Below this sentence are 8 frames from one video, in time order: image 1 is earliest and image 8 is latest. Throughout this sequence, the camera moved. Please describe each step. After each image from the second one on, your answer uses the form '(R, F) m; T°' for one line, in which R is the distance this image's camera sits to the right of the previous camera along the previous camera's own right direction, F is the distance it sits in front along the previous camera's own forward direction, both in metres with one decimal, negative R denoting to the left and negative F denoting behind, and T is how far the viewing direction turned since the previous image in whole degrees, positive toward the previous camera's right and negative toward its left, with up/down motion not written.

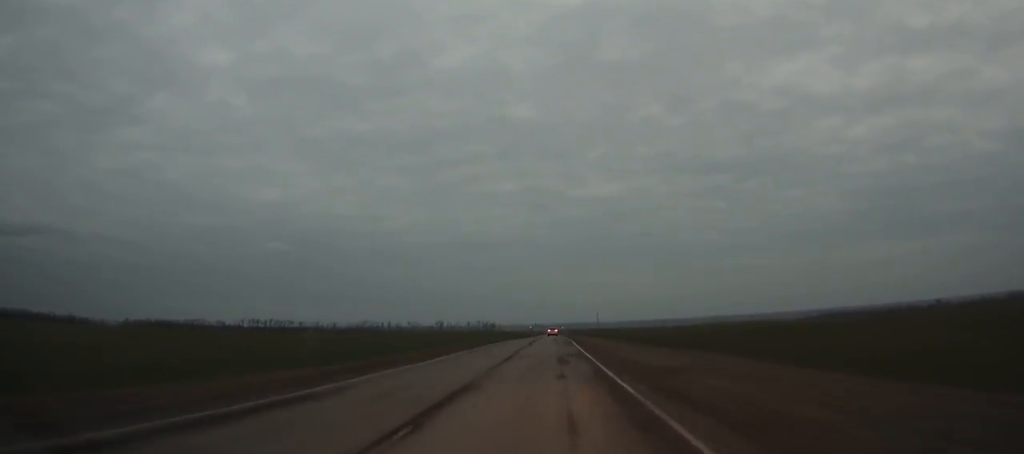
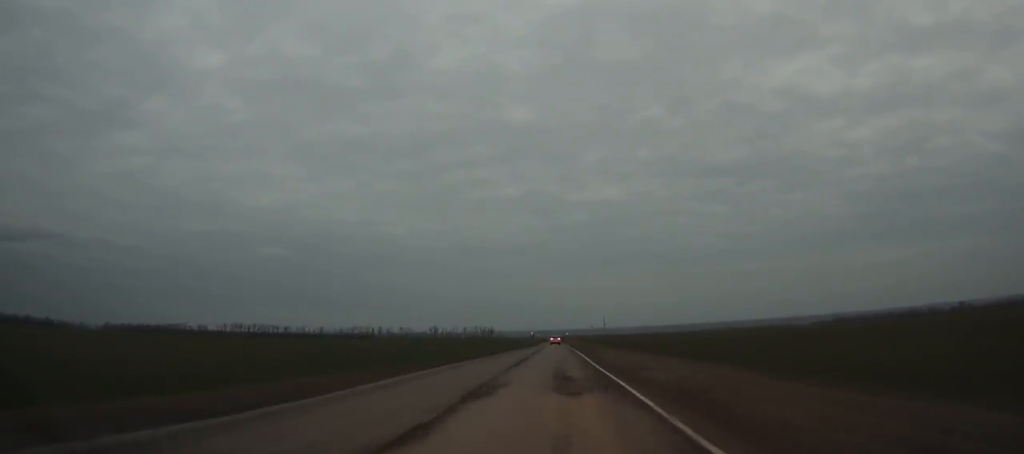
(0.0, +45.5) m; 0°
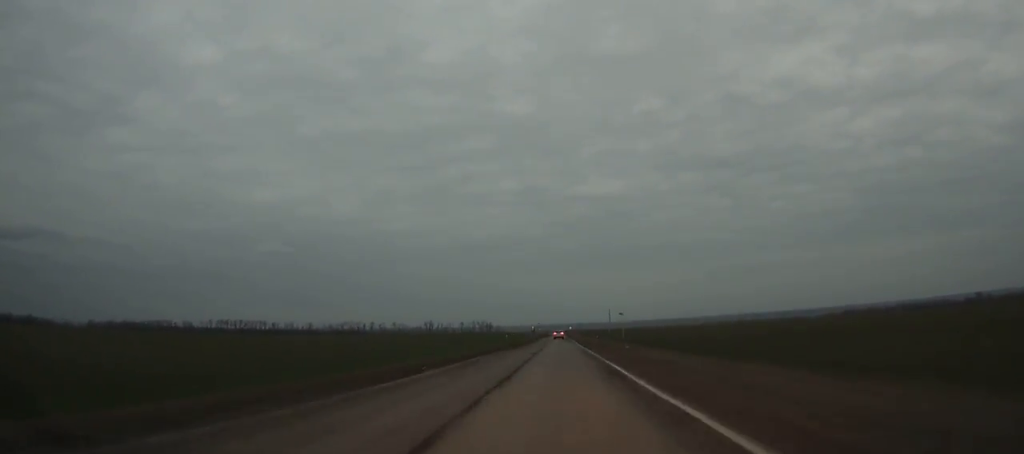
(0.0, +33.1) m; 0°
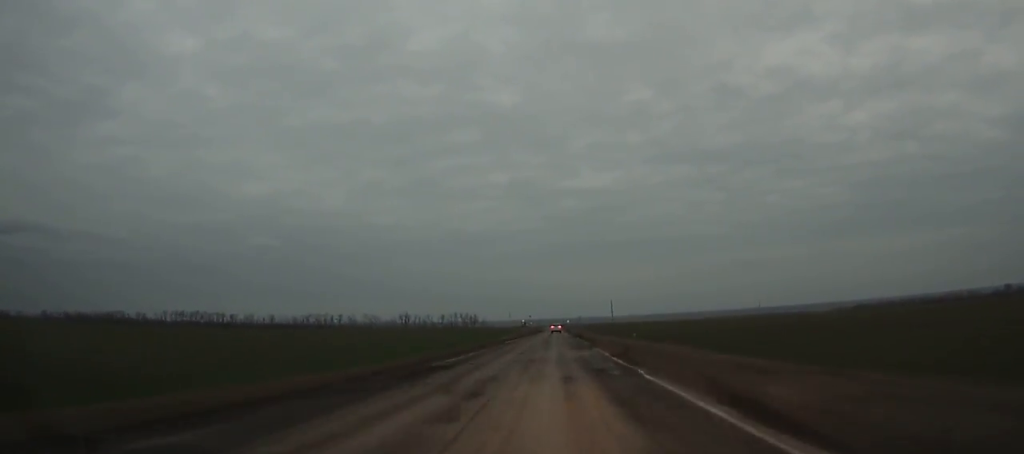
(0.0, +68.7) m; 0°
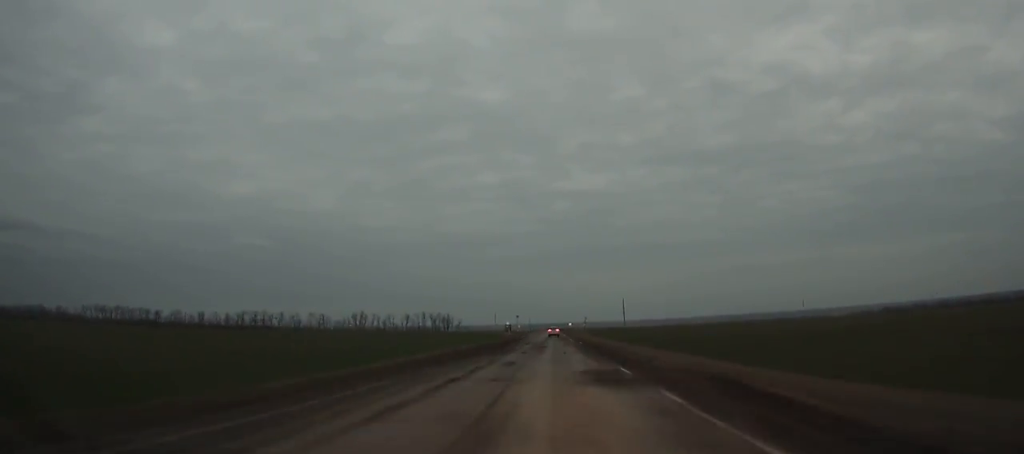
(+0.3, +101.5) m; 0°
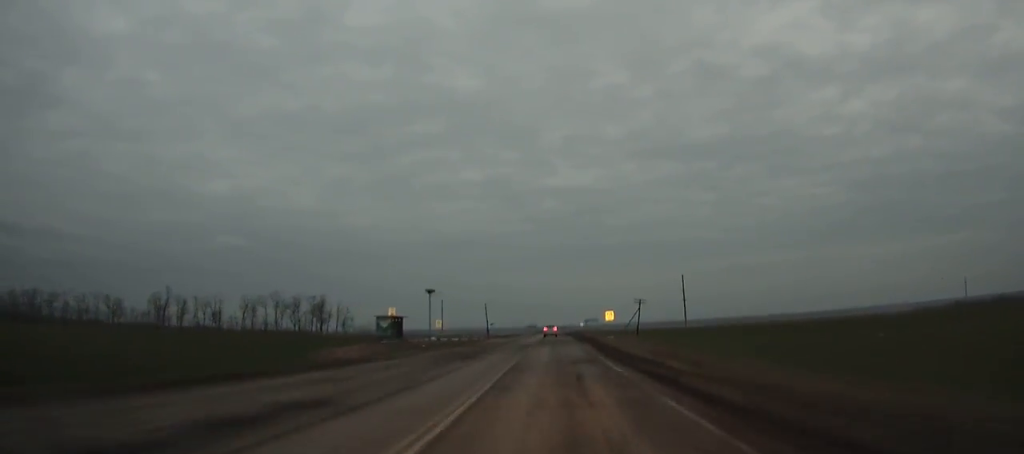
(0.0, +184.8) m; 0°
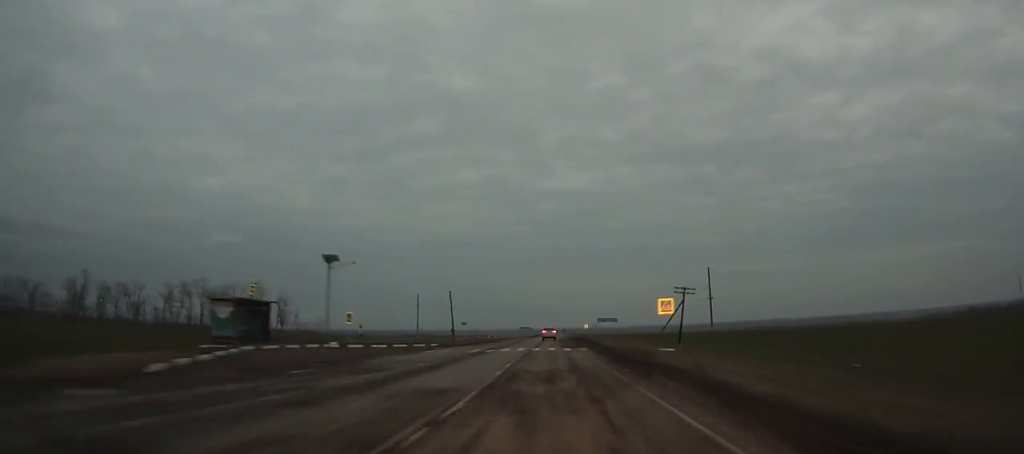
(0.0, +36.8) m; 0°
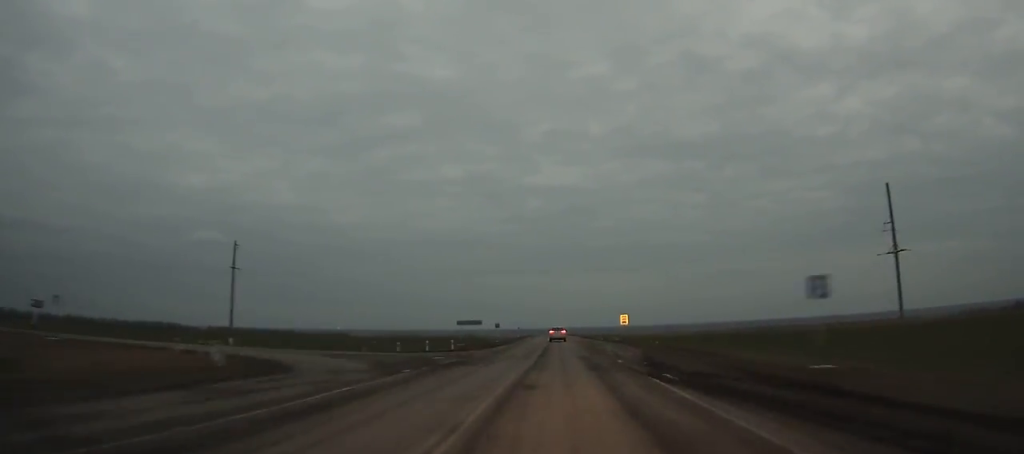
(+0.3, +101.8) m; +1°
